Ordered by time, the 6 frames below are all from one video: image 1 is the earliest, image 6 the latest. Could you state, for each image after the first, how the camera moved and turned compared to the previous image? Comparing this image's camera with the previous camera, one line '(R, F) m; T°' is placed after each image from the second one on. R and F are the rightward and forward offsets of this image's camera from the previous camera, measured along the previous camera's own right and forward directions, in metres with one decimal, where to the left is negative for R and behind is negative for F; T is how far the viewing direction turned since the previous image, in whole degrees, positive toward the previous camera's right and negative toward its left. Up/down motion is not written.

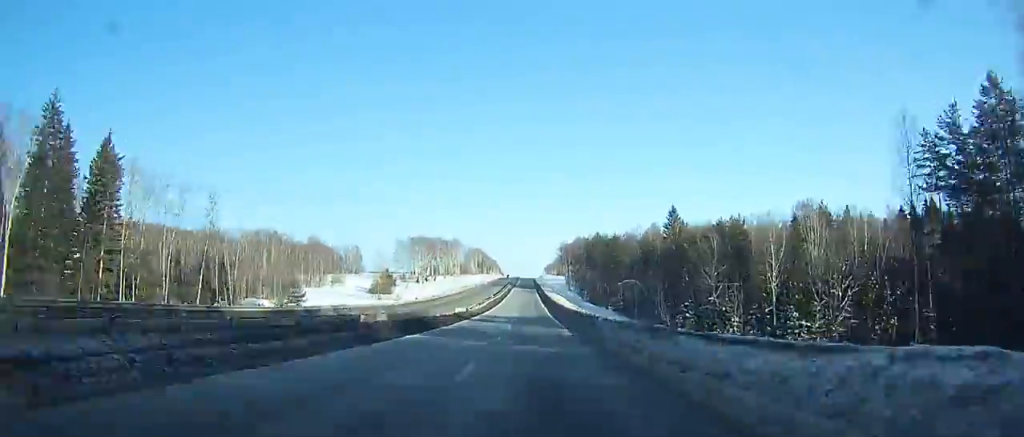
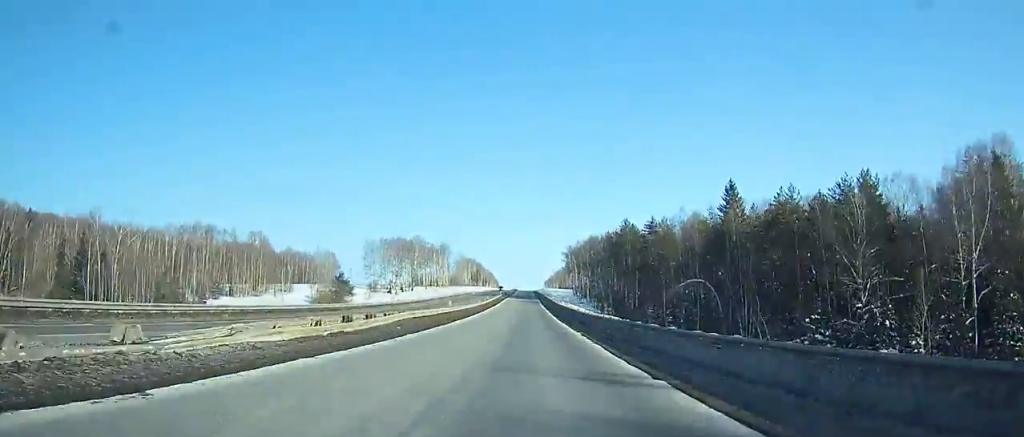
(-0.1, +54.7) m; 0°
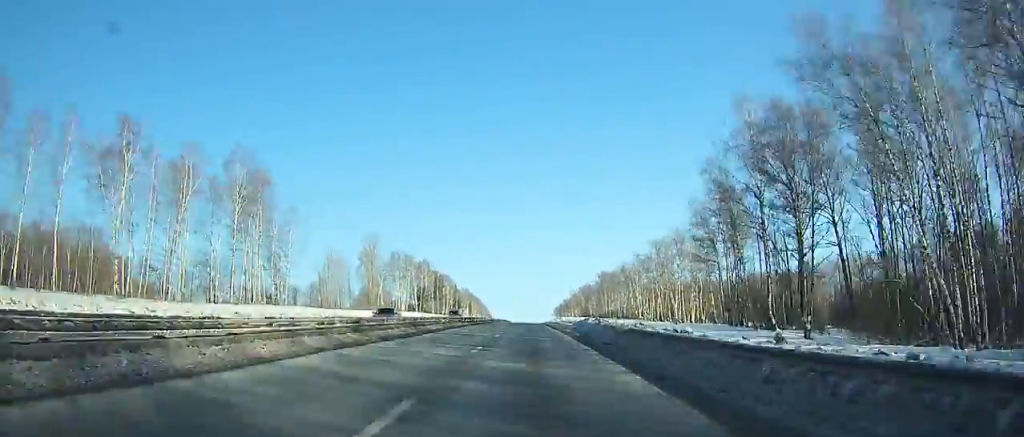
(+0.1, +236.6) m; 0°
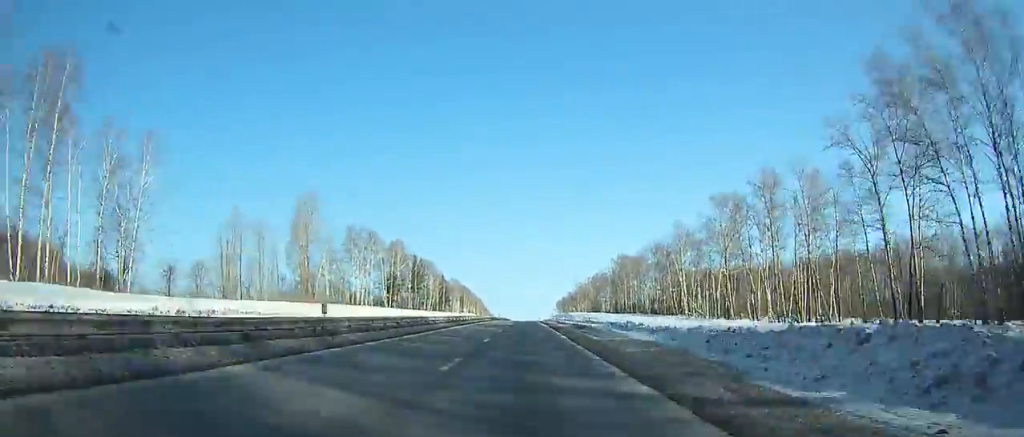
(-0.2, +52.8) m; 0°
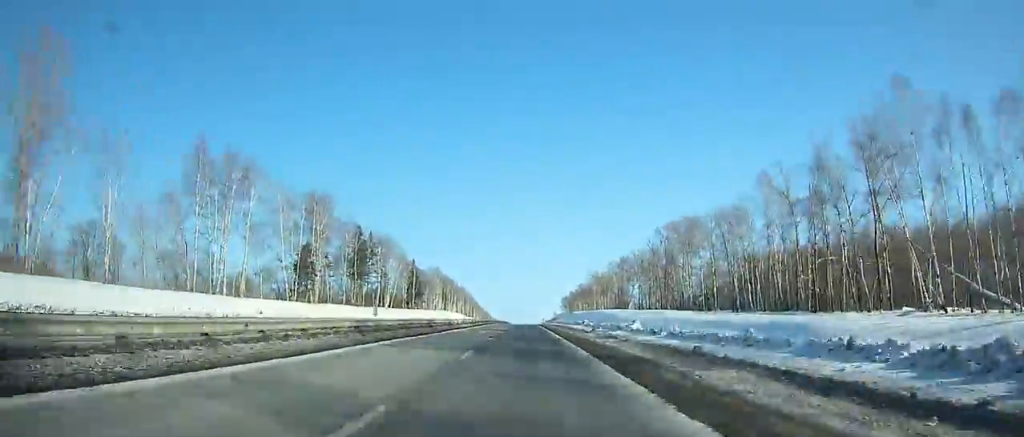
(-0.3, +79.8) m; 0°
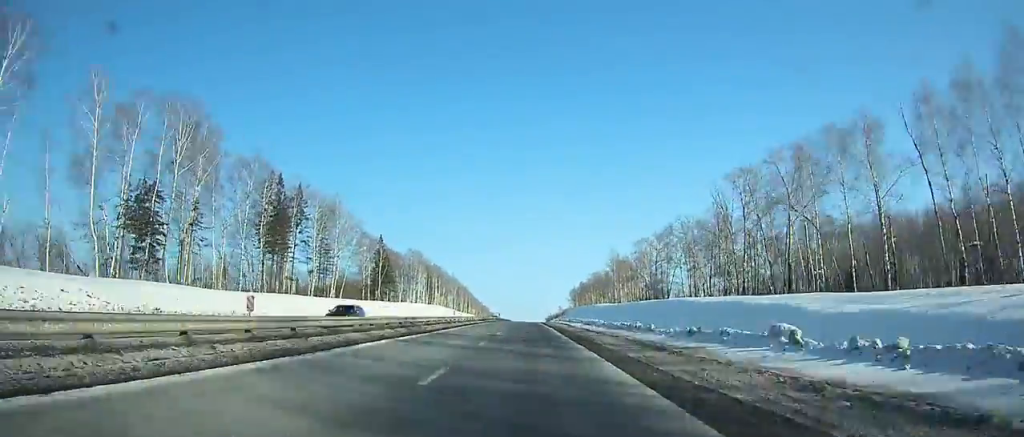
(-0.1, +54.5) m; 0°
